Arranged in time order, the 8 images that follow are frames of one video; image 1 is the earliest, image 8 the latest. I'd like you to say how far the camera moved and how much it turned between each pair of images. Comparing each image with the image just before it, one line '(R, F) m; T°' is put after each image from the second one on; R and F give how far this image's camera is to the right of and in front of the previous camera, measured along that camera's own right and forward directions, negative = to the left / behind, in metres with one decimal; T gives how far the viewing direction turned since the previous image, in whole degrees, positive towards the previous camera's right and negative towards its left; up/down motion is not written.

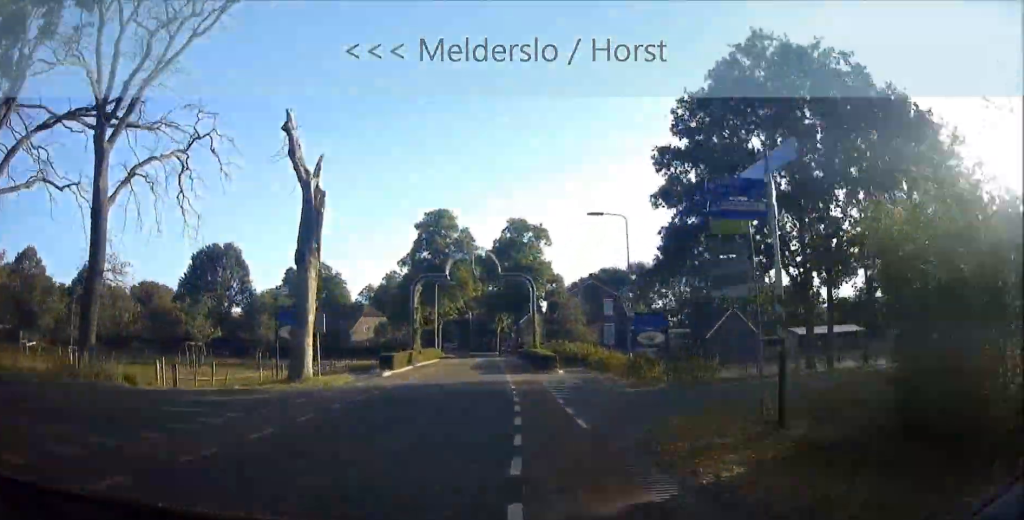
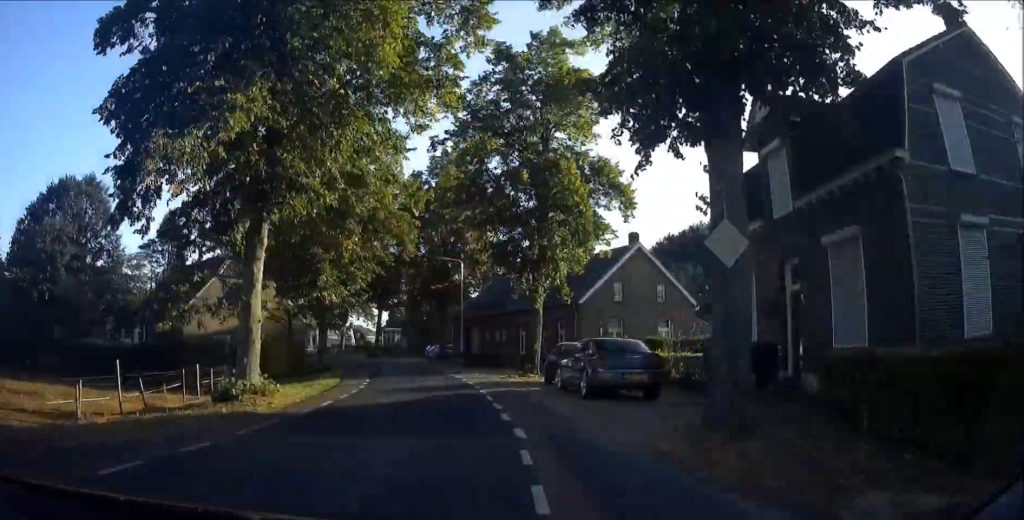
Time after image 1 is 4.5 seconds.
(-1.4, +62.9) m; -8°
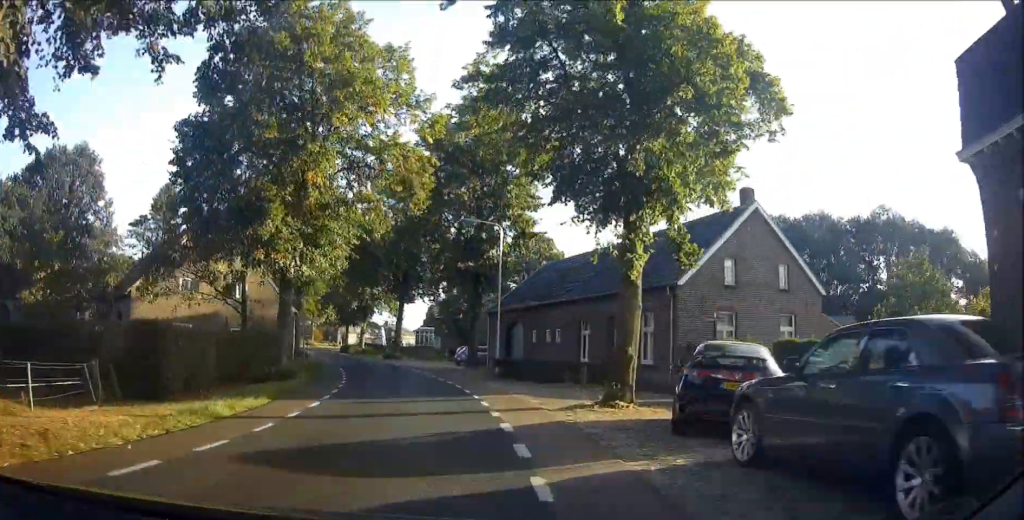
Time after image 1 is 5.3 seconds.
(+0.4, +11.9) m; -4°
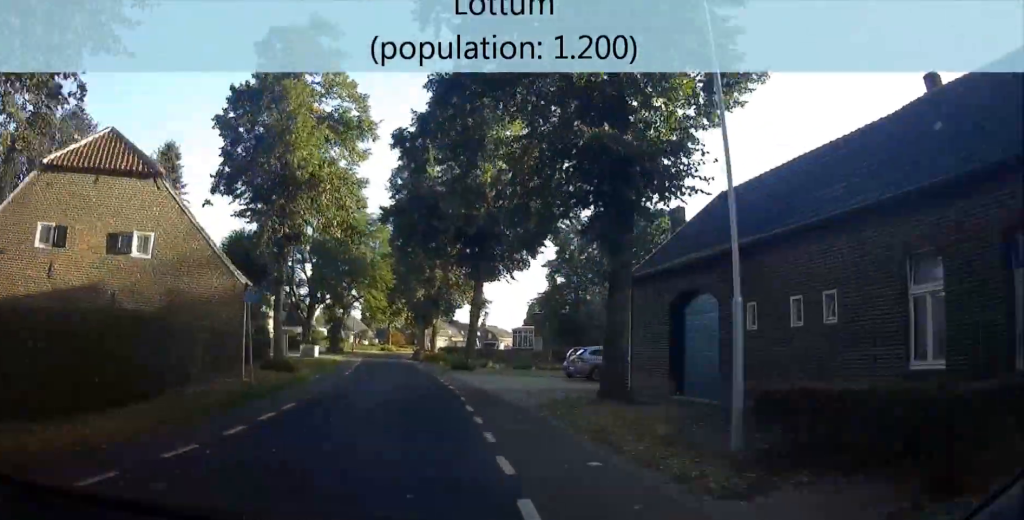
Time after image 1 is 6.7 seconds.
(-2.1, +19.1) m; -7°
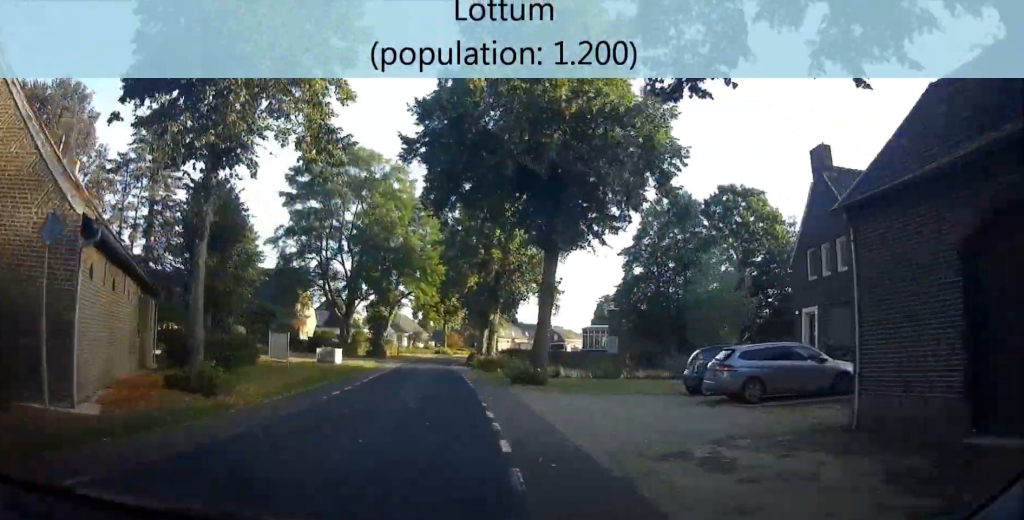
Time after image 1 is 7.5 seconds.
(-0.2, +11.0) m; -4°
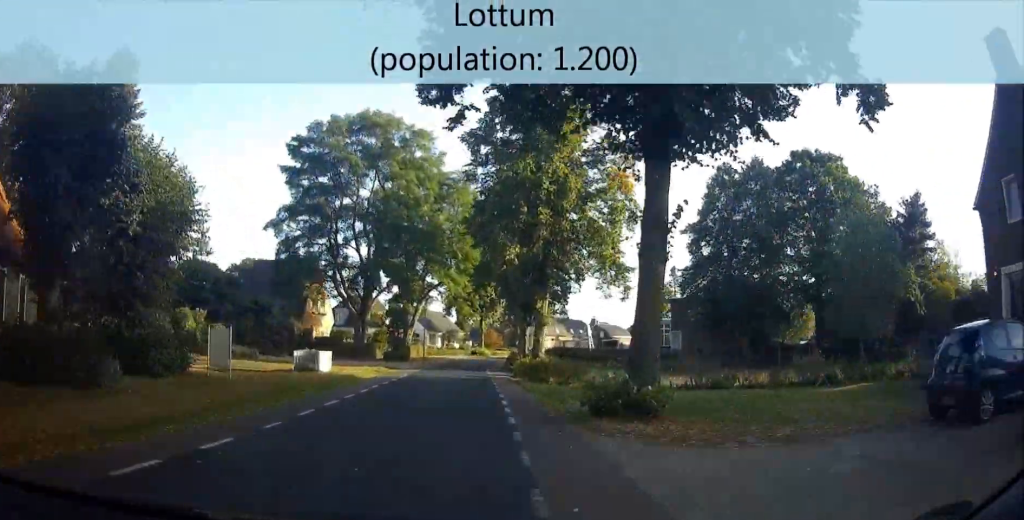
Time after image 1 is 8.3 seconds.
(-0.6, +11.1) m; 0°
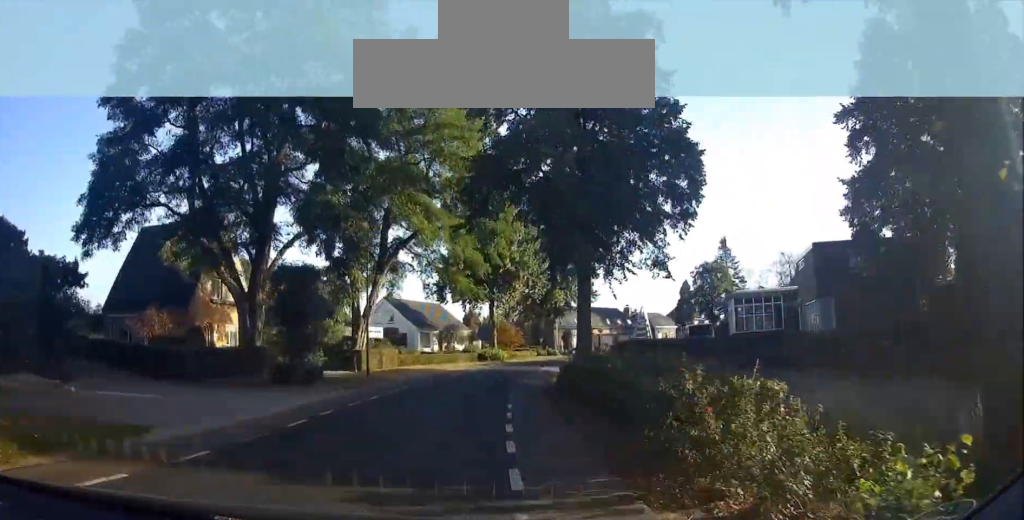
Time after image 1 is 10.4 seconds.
(-0.1, +29.0) m; +2°
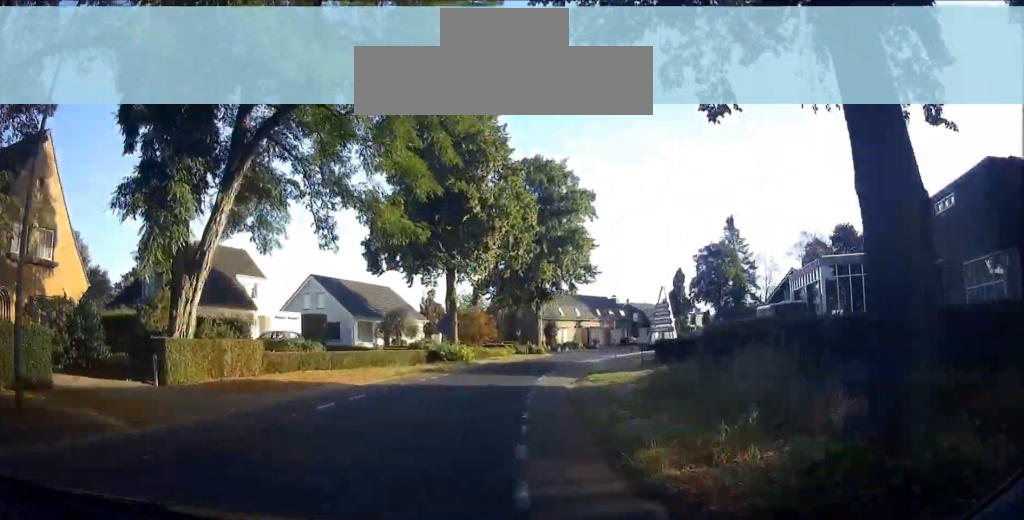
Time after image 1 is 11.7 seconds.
(+0.5, +19.0) m; +3°
